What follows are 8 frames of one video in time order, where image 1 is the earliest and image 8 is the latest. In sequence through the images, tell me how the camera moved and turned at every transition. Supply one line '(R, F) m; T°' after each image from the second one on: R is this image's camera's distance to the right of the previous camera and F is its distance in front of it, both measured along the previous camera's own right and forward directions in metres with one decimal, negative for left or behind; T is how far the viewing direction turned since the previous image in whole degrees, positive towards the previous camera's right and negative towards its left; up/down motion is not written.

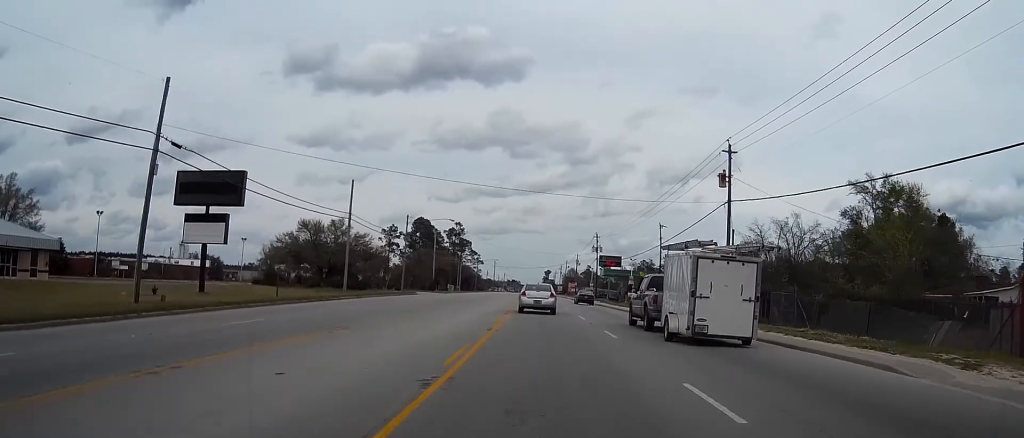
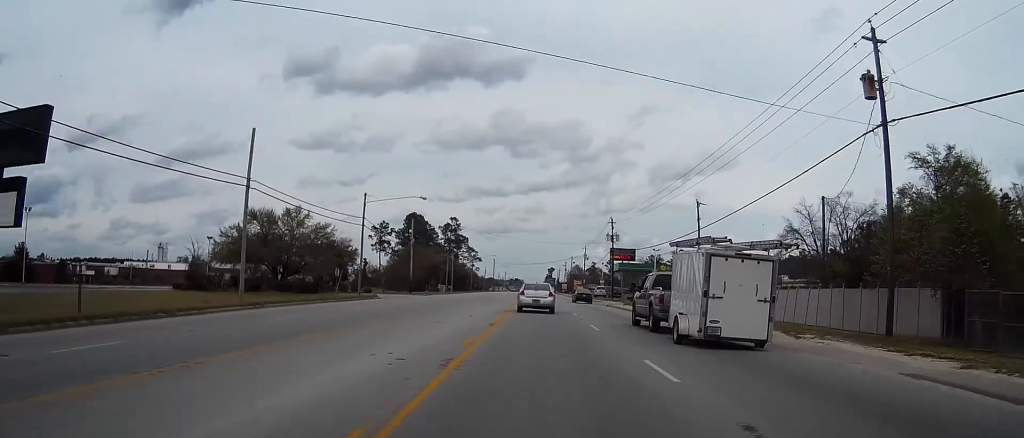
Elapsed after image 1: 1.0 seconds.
(0.0, +21.4) m; 0°
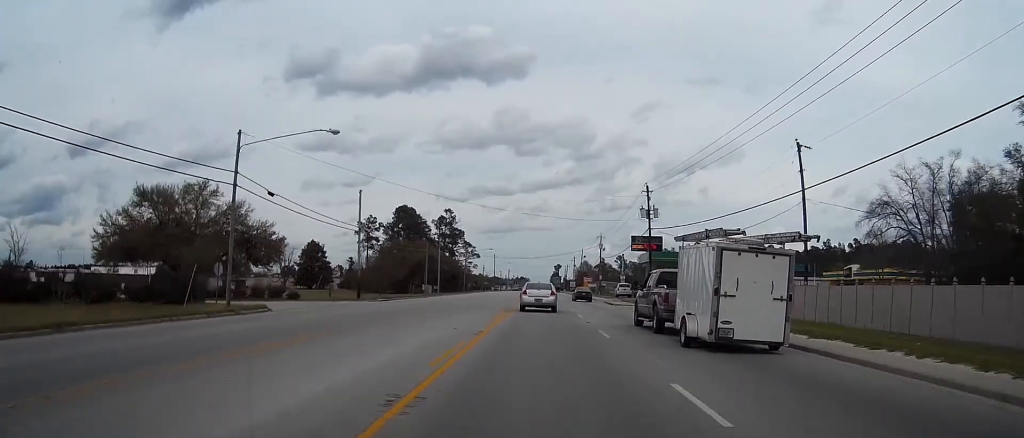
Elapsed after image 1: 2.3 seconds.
(0.0, +28.0) m; 0°
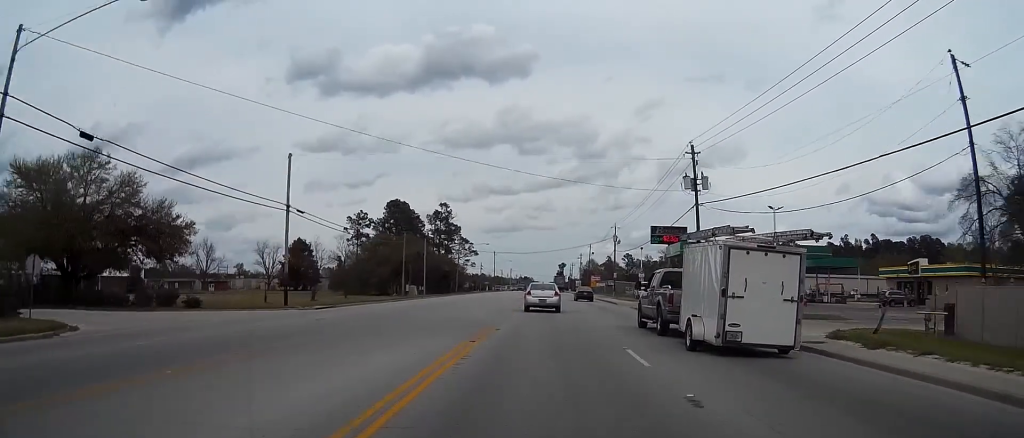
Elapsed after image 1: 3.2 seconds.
(0.0, +18.6) m; 0°
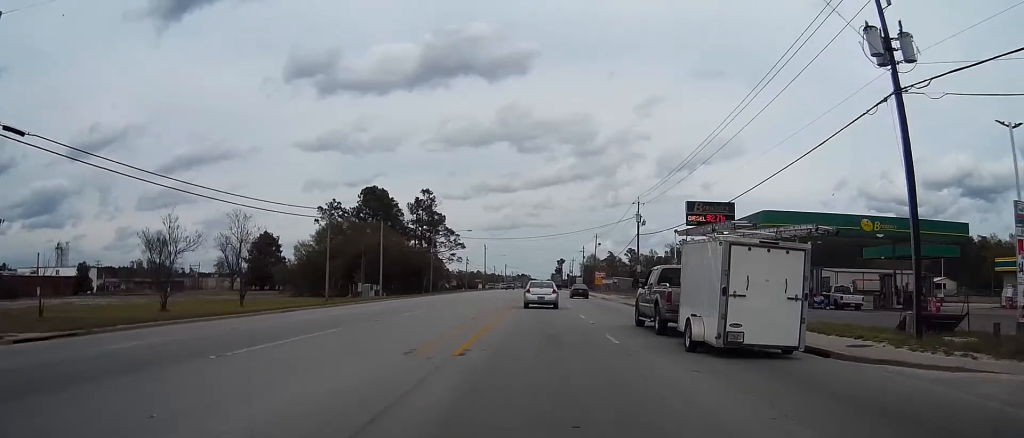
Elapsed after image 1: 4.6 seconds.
(+0.1, +27.6) m; 0°
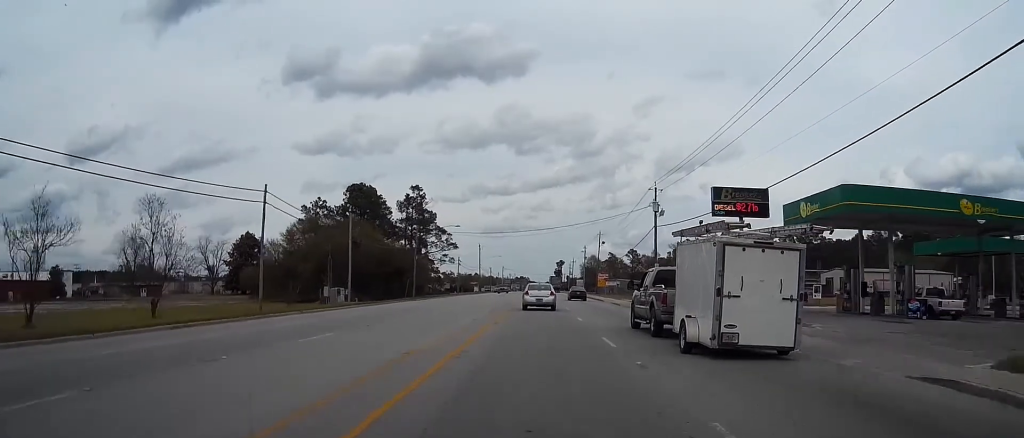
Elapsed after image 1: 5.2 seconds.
(0.0, +12.6) m; 0°
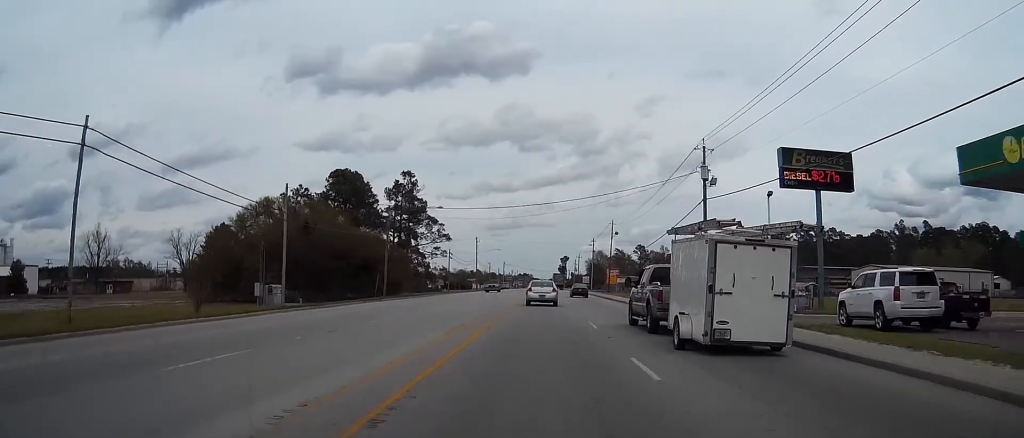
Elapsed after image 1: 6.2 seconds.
(0.0, +18.3) m; 0°
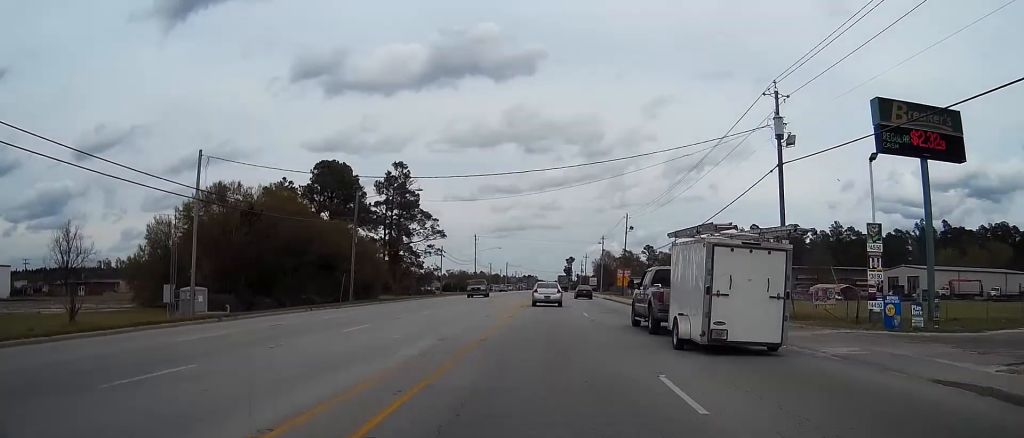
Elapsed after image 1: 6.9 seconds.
(-0.1, +14.2) m; 0°
